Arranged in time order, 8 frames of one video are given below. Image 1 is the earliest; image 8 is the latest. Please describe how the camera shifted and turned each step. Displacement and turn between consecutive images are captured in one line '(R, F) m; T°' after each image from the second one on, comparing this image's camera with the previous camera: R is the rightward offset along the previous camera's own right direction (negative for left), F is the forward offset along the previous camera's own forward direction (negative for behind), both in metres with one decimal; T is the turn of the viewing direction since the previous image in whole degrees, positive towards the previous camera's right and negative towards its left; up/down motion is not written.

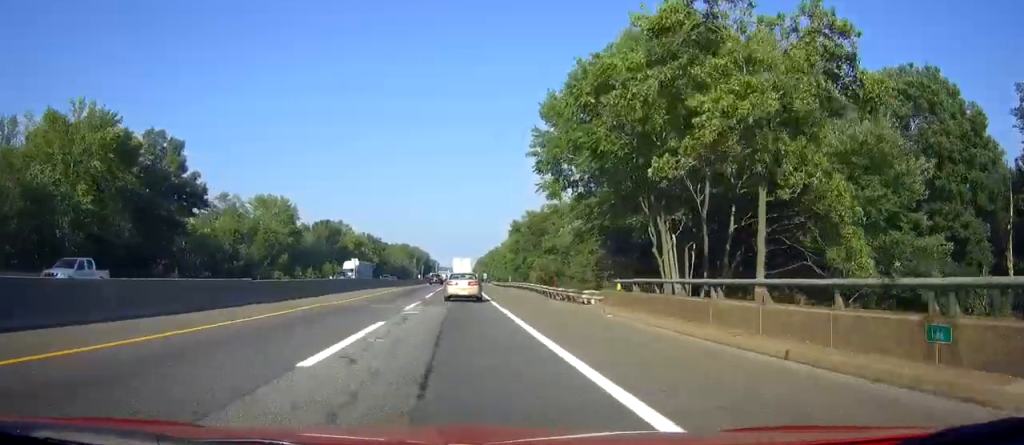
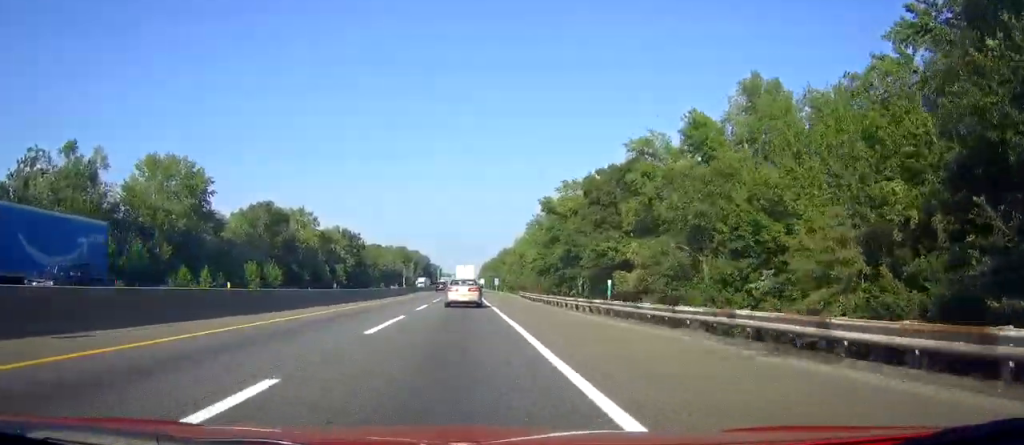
(0.0, +54.5) m; +1°
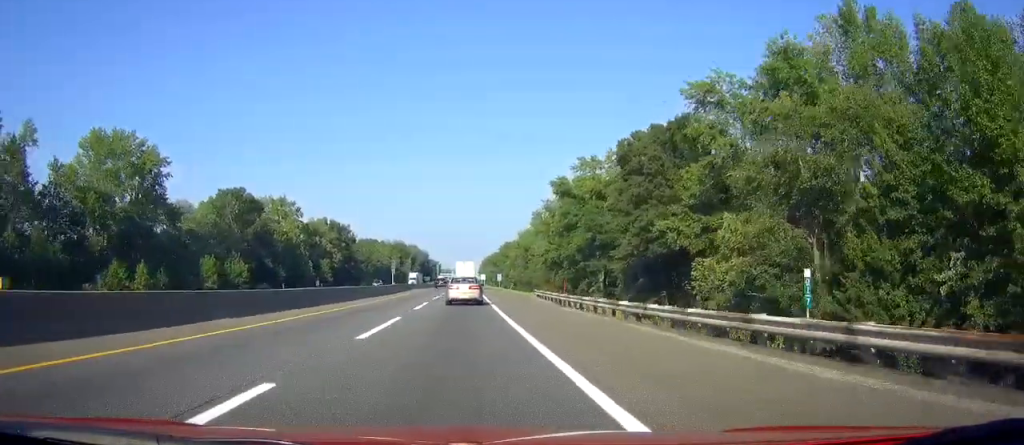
(+0.1, +15.9) m; 0°
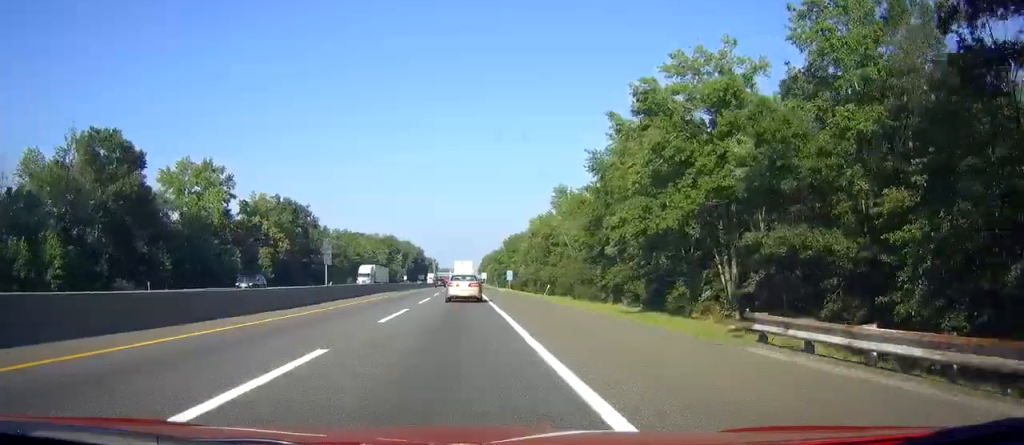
(-0.2, +41.9) m; 0°
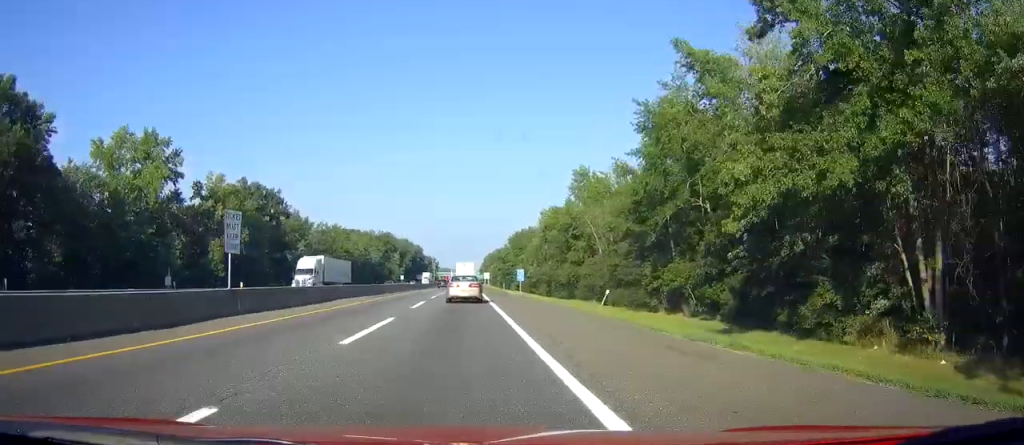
(0.0, +20.4) m; 0°
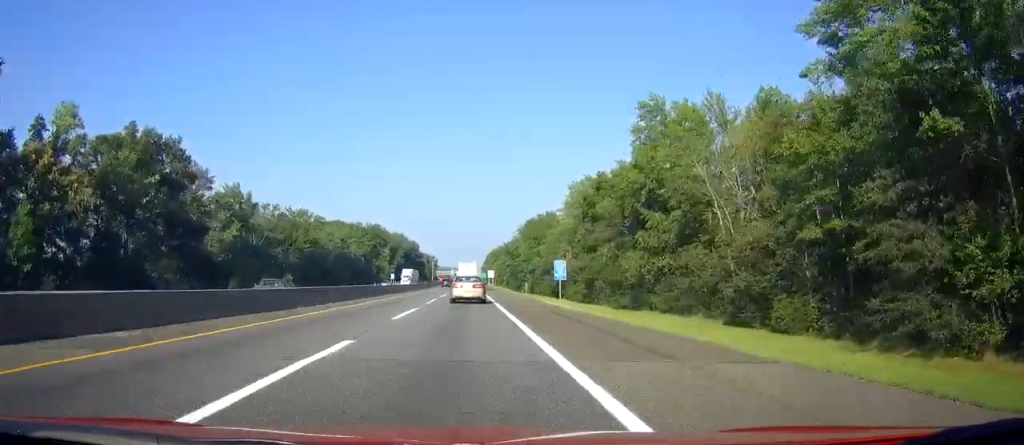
(-0.1, +38.8) m; 0°
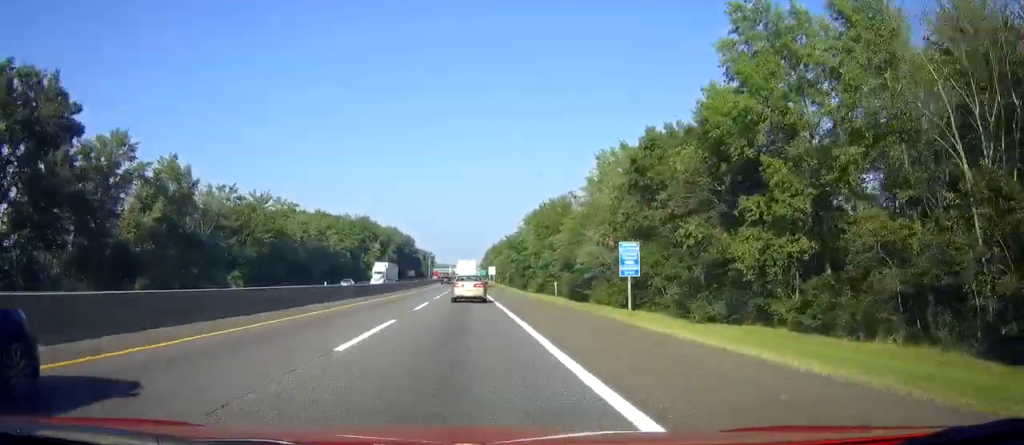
(+0.1, +23.9) m; 0°
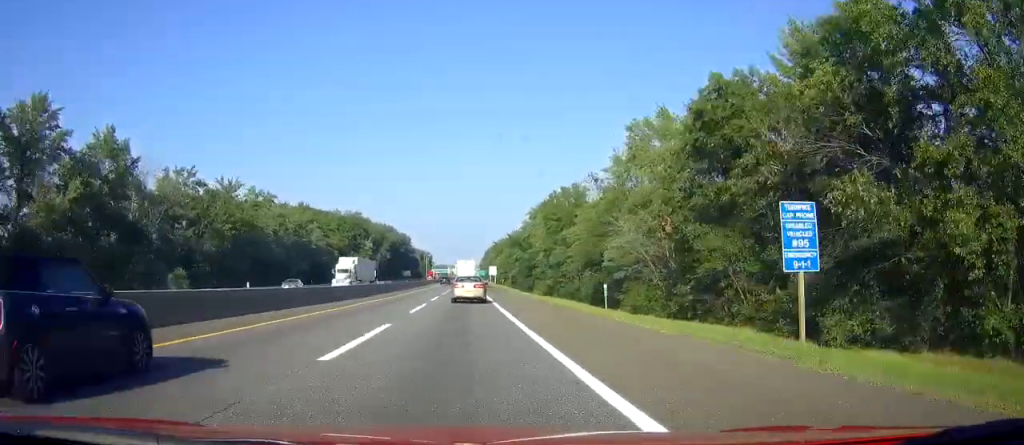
(+0.1, +16.6) m; 0°
